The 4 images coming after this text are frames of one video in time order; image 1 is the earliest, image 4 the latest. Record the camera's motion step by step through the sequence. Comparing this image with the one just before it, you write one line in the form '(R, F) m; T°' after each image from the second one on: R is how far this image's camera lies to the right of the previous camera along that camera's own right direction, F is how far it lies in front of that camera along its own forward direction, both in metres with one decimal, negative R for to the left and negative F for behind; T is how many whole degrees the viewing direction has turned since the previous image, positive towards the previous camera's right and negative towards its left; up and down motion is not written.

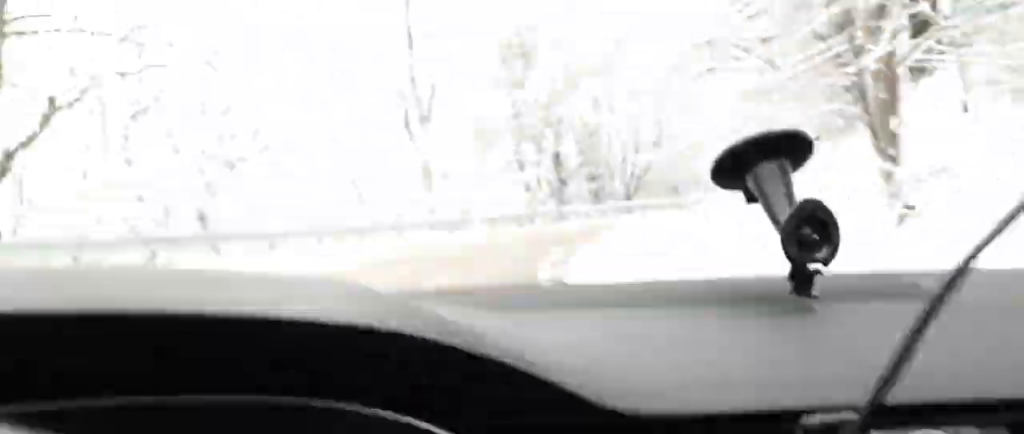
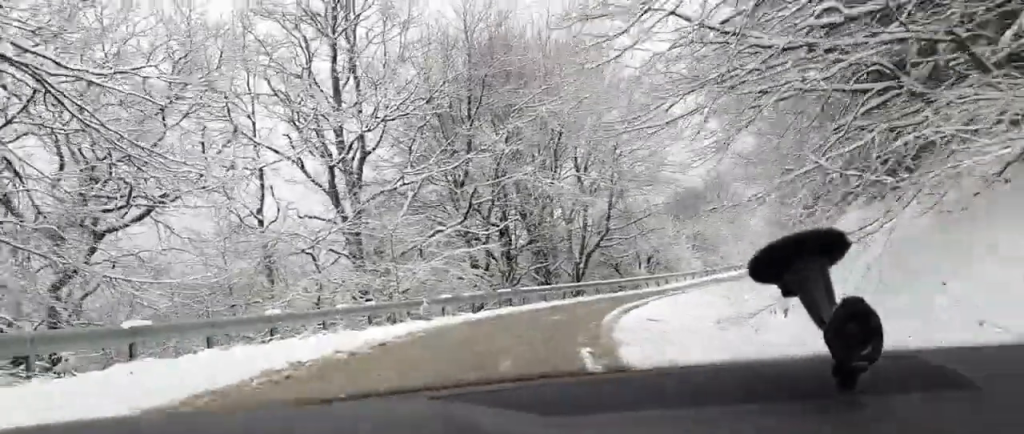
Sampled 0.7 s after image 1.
(+0.2, +5.8) m; +7°
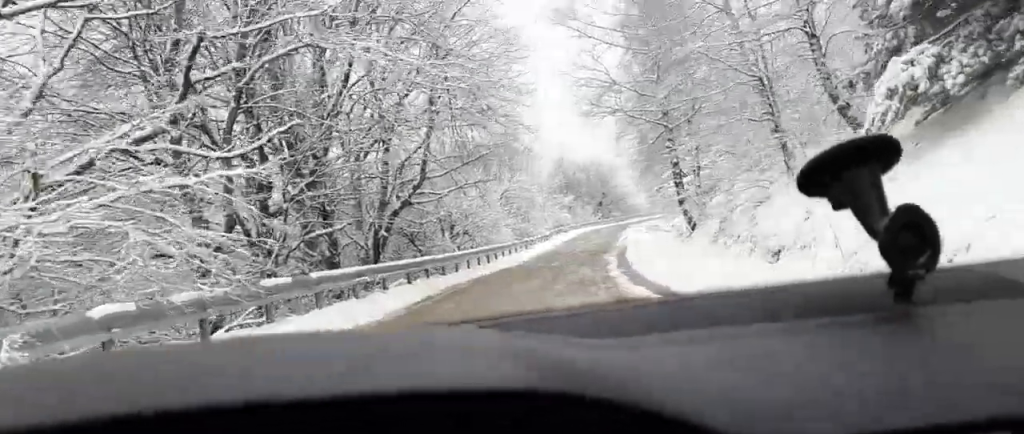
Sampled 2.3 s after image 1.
(+3.1, +14.3) m; +29°
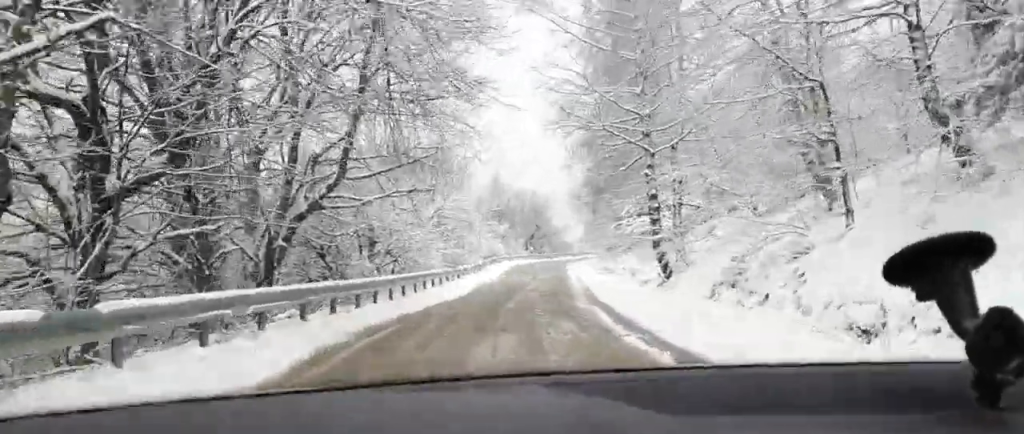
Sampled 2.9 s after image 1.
(+0.8, +6.0) m; +5°
